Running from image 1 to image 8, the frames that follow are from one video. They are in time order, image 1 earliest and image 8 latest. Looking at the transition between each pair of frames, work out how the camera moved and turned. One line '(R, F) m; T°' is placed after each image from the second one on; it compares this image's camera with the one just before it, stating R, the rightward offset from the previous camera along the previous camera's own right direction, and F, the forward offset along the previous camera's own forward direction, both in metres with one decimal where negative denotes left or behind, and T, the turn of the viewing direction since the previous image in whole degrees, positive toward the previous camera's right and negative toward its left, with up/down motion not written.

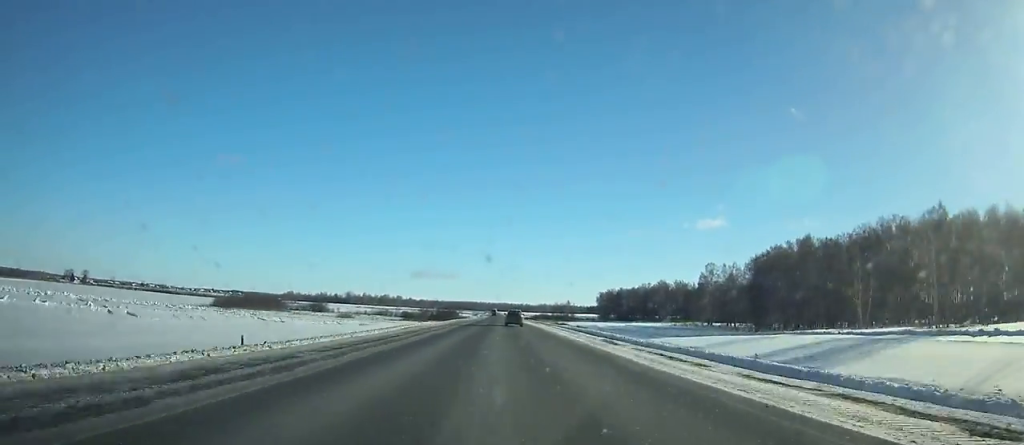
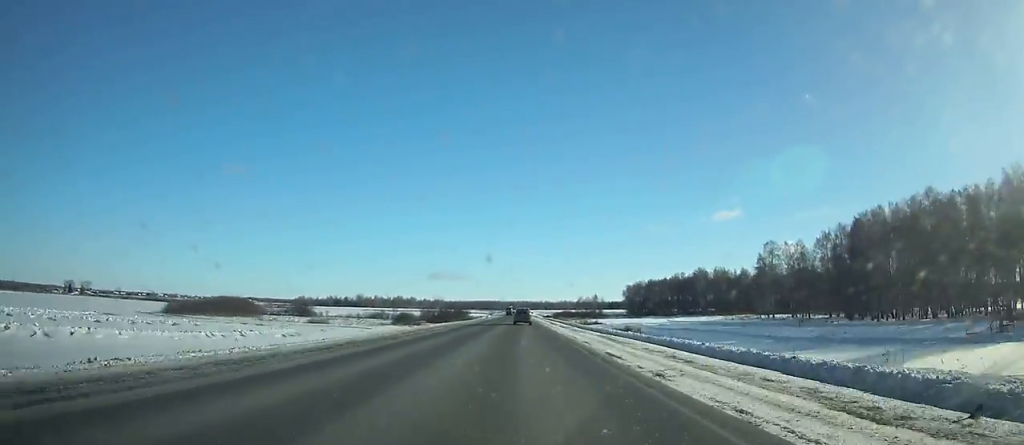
(+0.1, +41.3) m; 0°
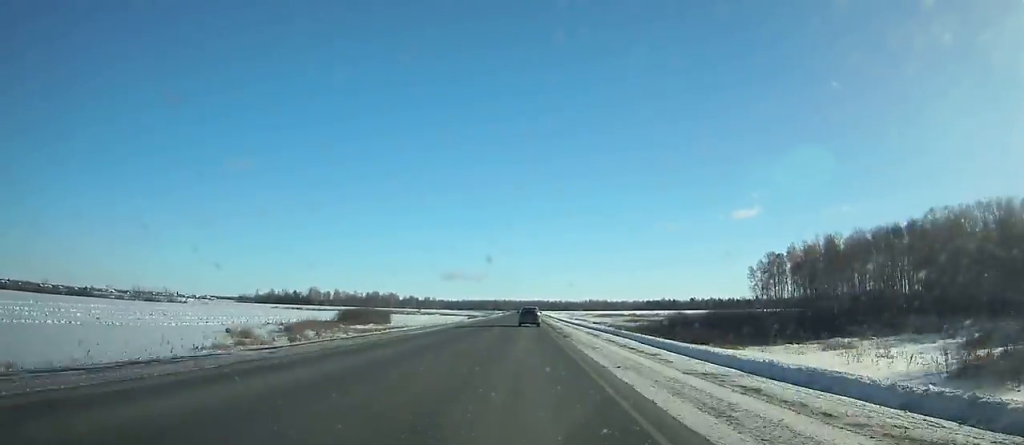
(-2.4, +235.5) m; -1°
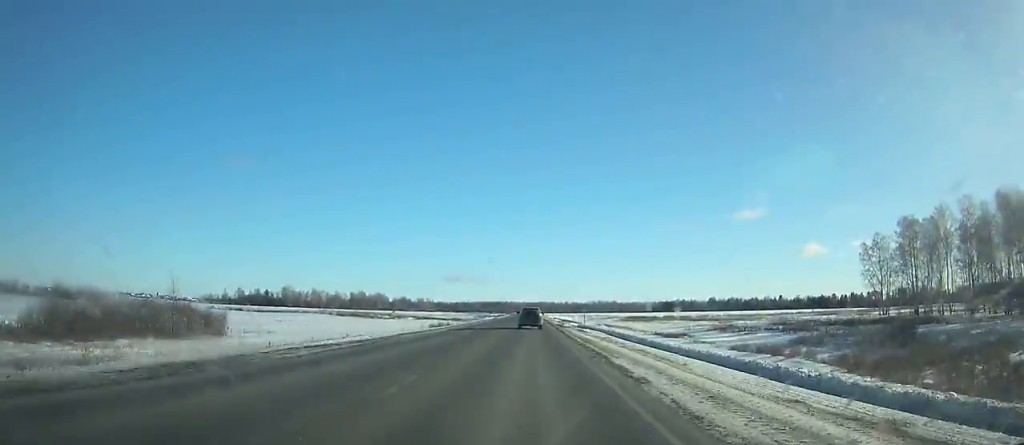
(-0.3, +71.6) m; 0°
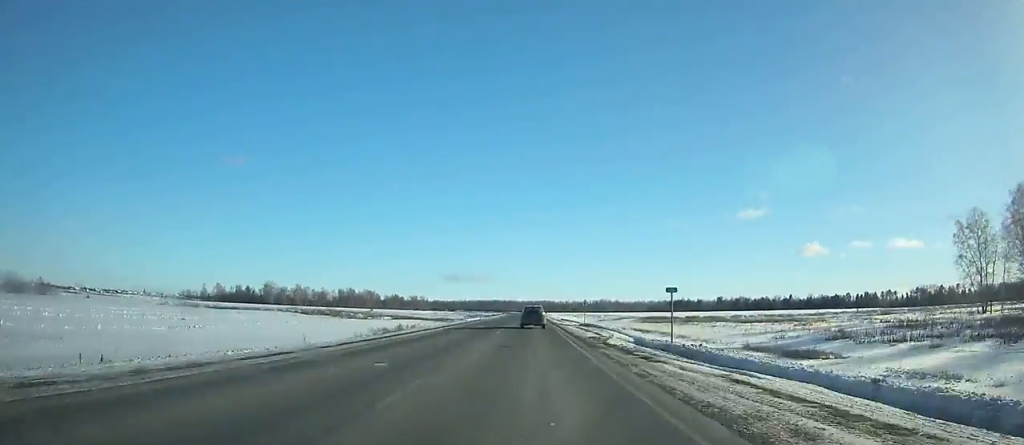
(0.0, +35.1) m; 0°
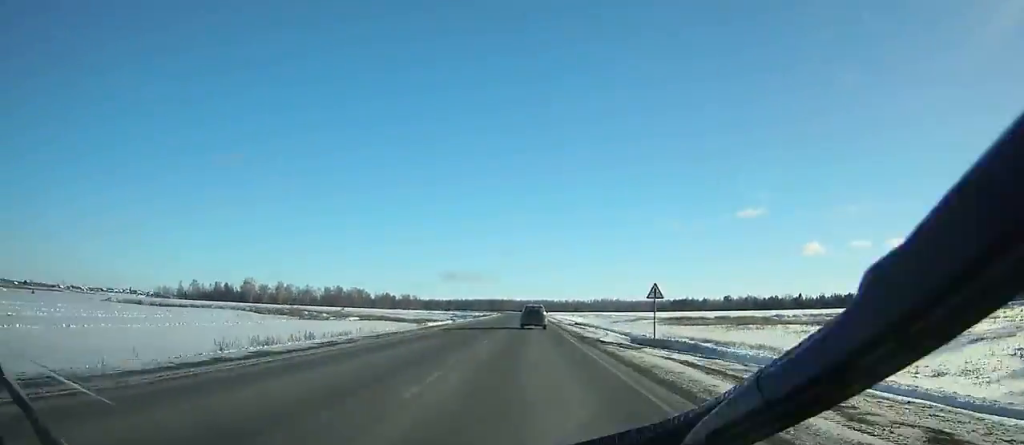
(0.0, +32.7) m; 0°
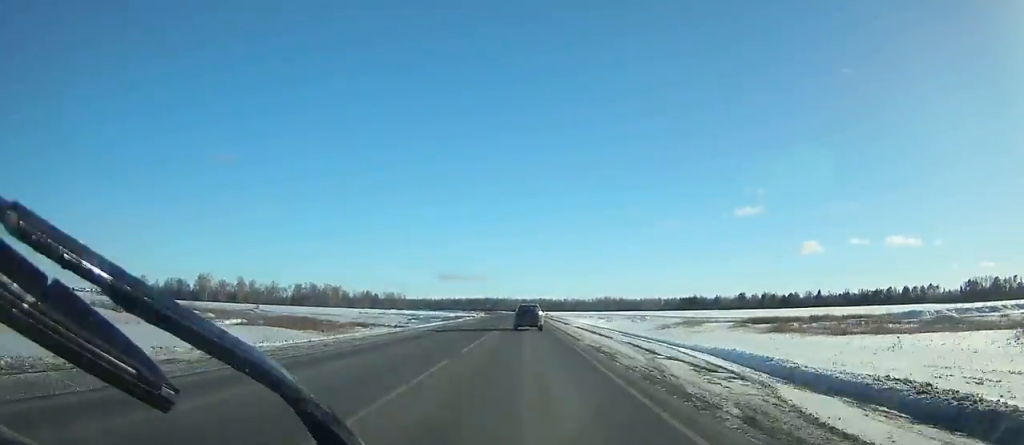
(+0.2, +61.5) m; 0°
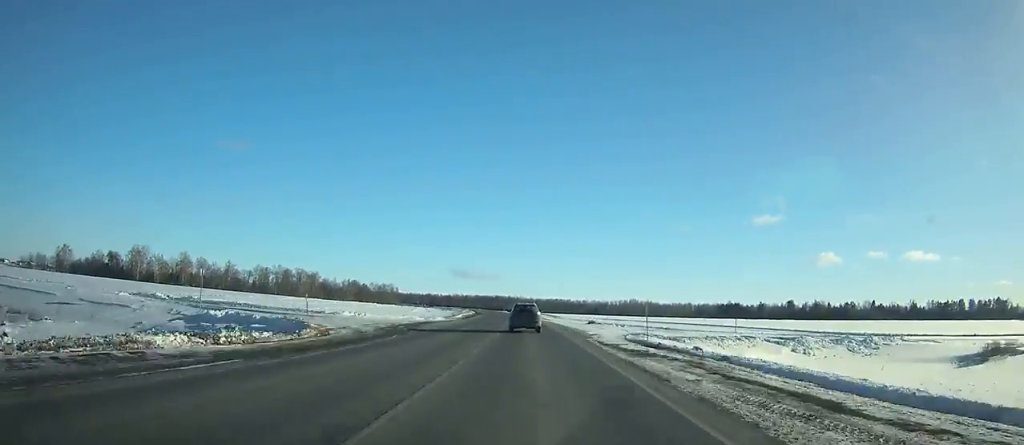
(+0.1, +93.5) m; -1°
